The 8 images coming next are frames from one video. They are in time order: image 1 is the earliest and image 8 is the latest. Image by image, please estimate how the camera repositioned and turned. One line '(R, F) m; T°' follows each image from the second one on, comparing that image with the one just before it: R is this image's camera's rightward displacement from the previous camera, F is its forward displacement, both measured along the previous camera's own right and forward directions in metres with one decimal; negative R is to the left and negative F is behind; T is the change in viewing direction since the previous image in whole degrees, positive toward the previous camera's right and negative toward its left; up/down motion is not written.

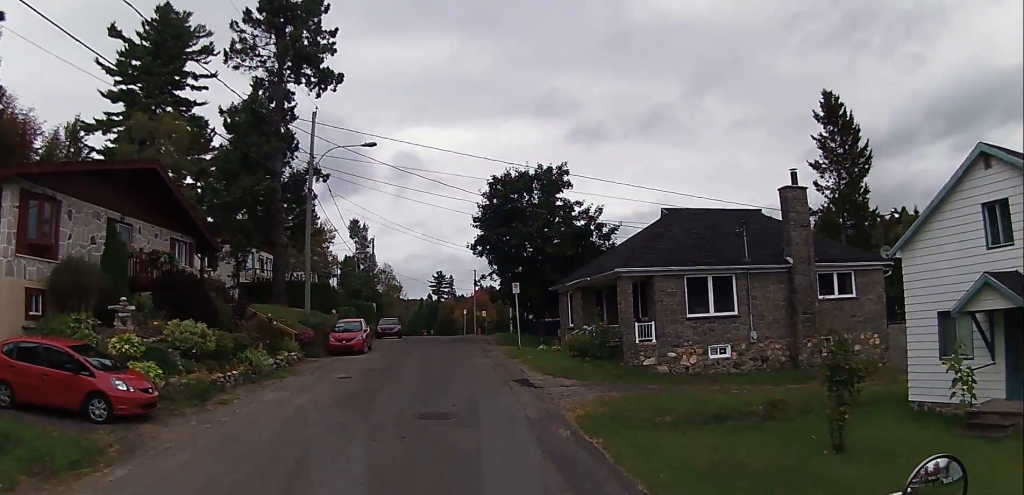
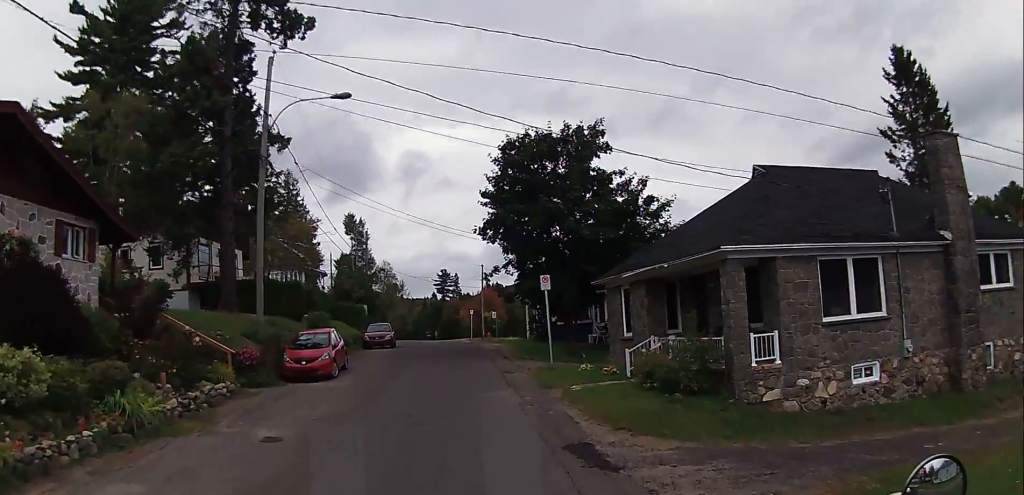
(-0.1, +8.9) m; -4°
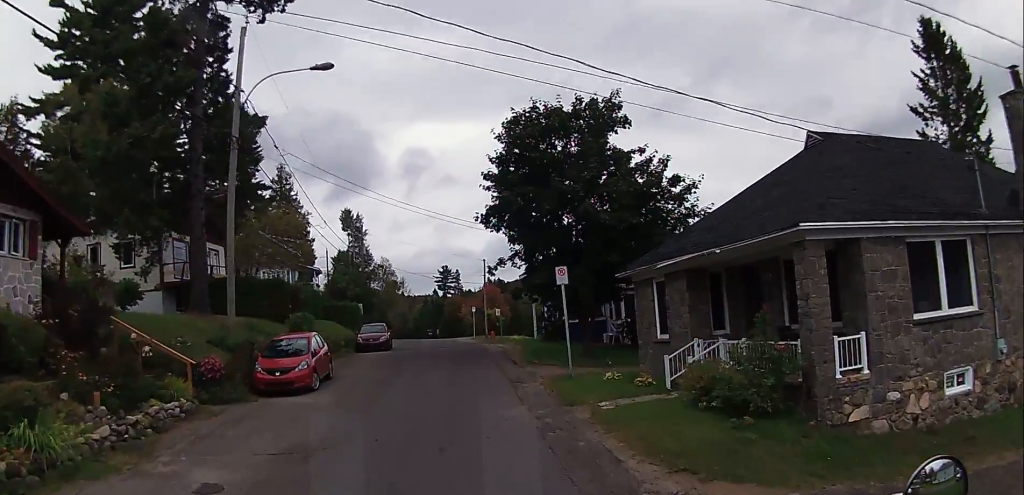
(-0.2, +3.3) m; 0°
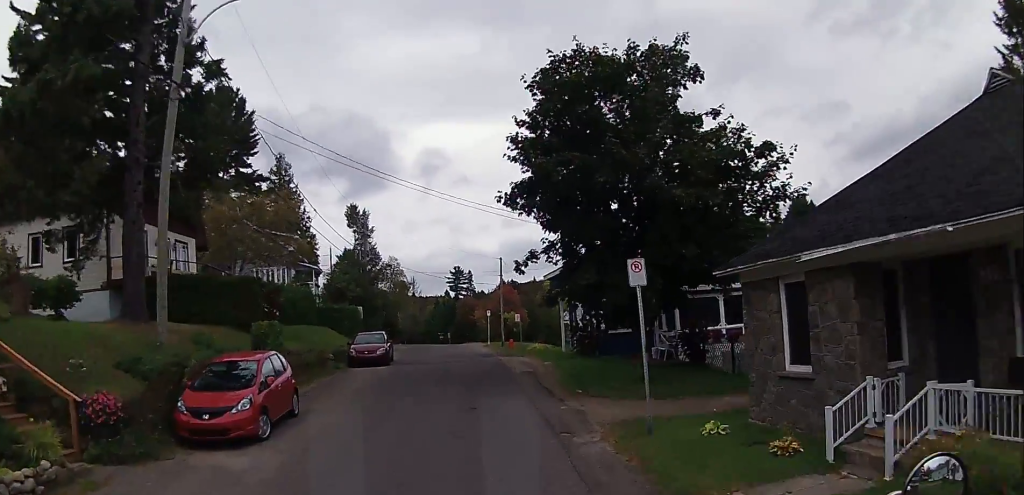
(0.0, +6.0) m; +1°
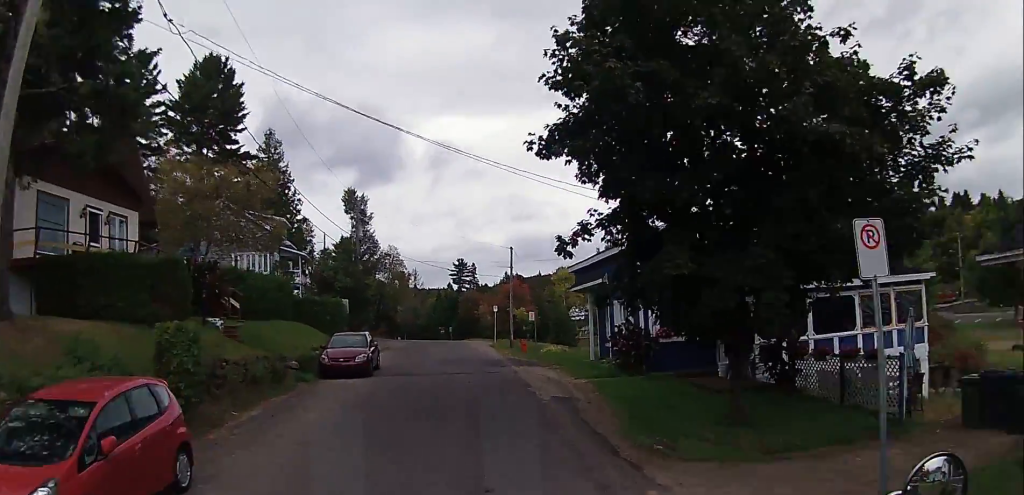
(+0.2, +6.5) m; 0°
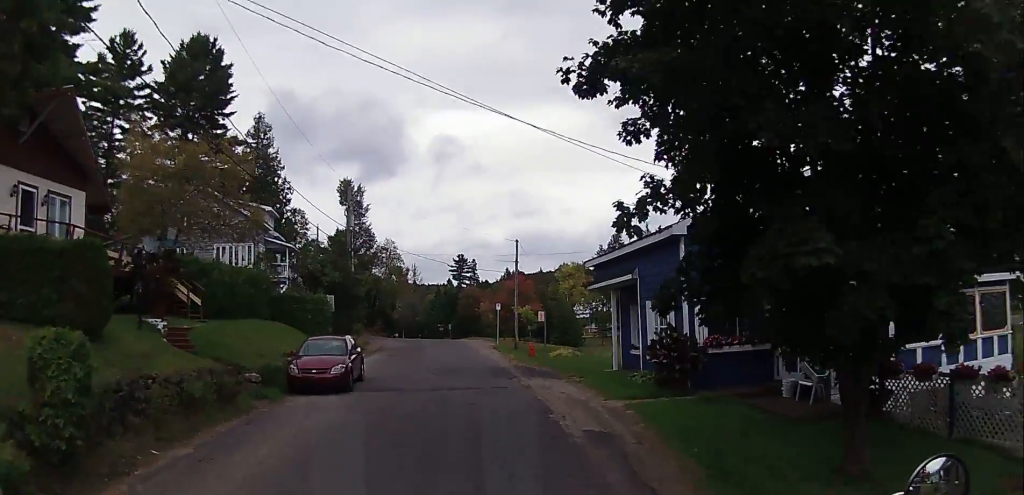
(-0.3, +4.2) m; 0°
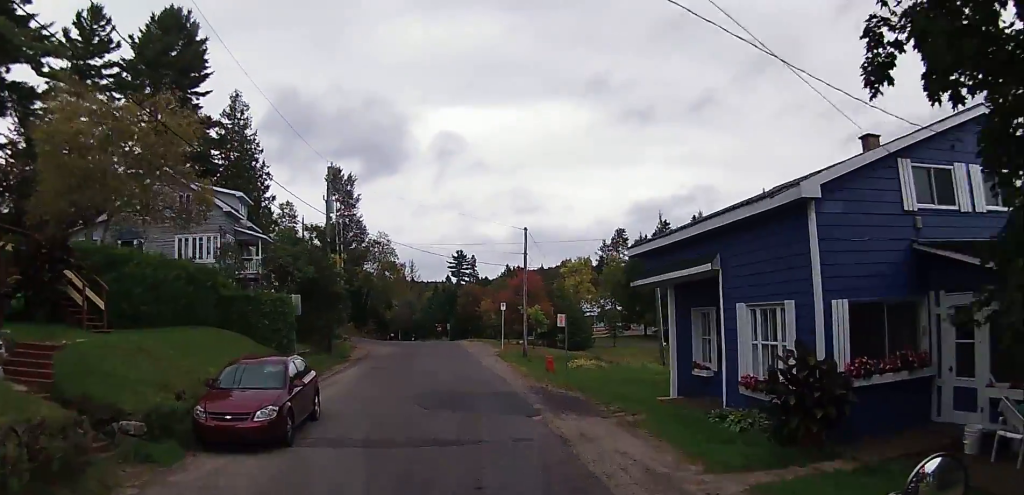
(+0.4, +6.4) m; +3°
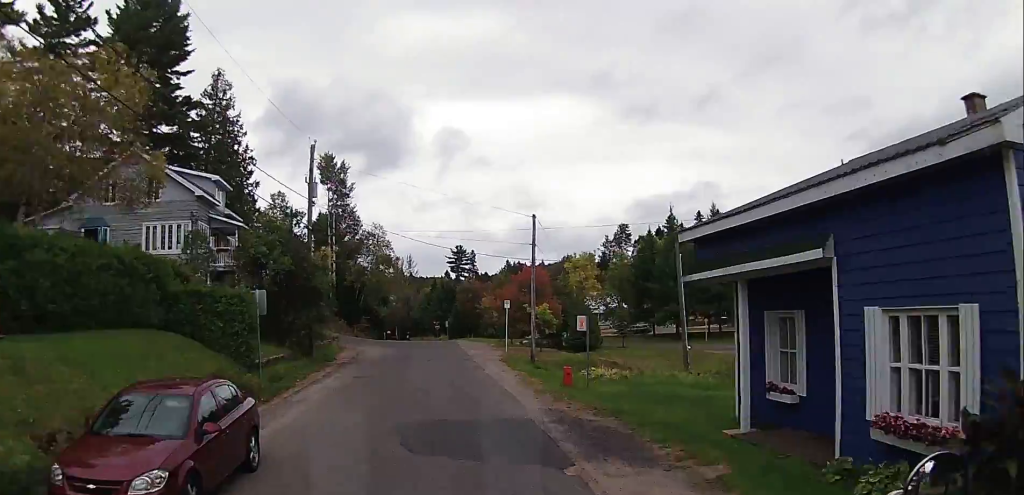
(-0.1, +4.3) m; -1°
